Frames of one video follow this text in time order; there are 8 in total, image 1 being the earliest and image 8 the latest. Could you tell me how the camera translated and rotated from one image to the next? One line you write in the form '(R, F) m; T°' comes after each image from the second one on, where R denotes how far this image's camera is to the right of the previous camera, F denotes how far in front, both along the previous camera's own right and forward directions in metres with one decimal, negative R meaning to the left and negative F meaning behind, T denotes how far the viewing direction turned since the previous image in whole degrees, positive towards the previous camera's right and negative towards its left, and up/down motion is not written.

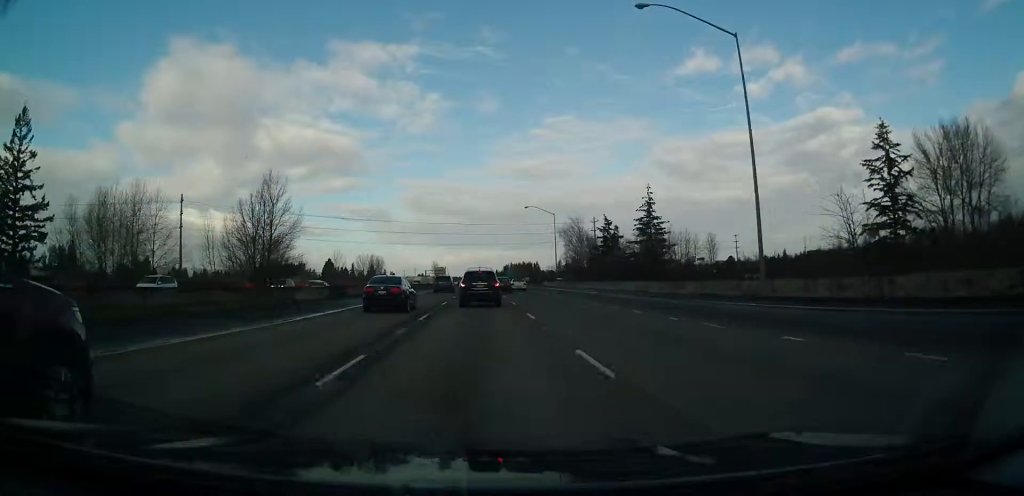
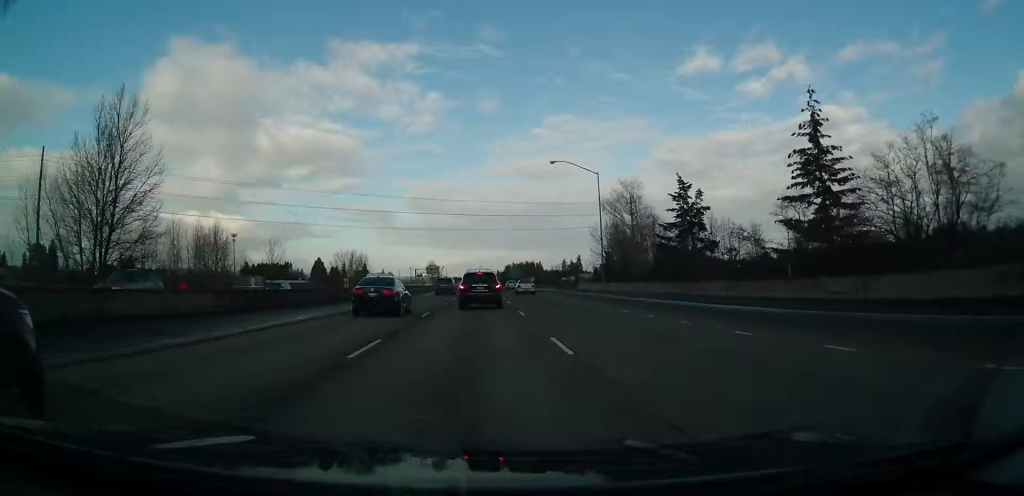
(-0.3, +45.9) m; 0°
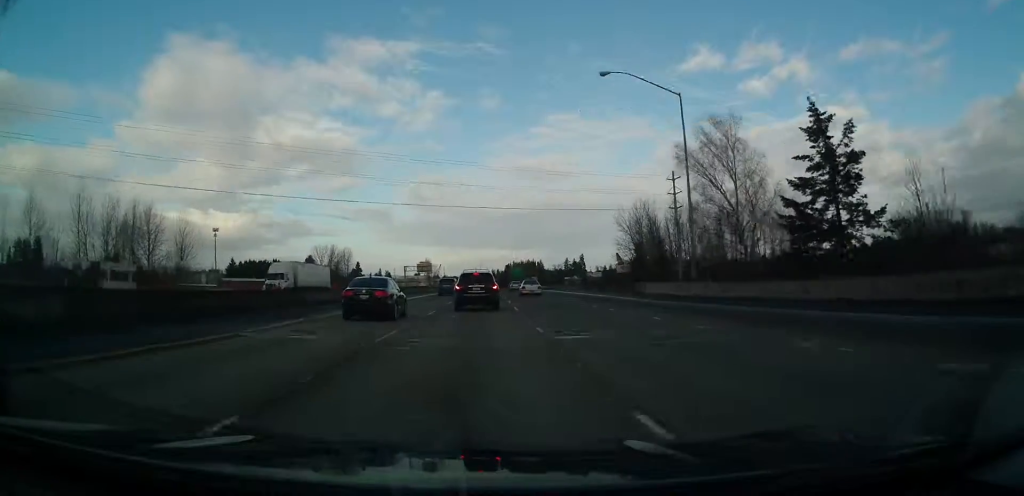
(+0.3, +32.4) m; +1°
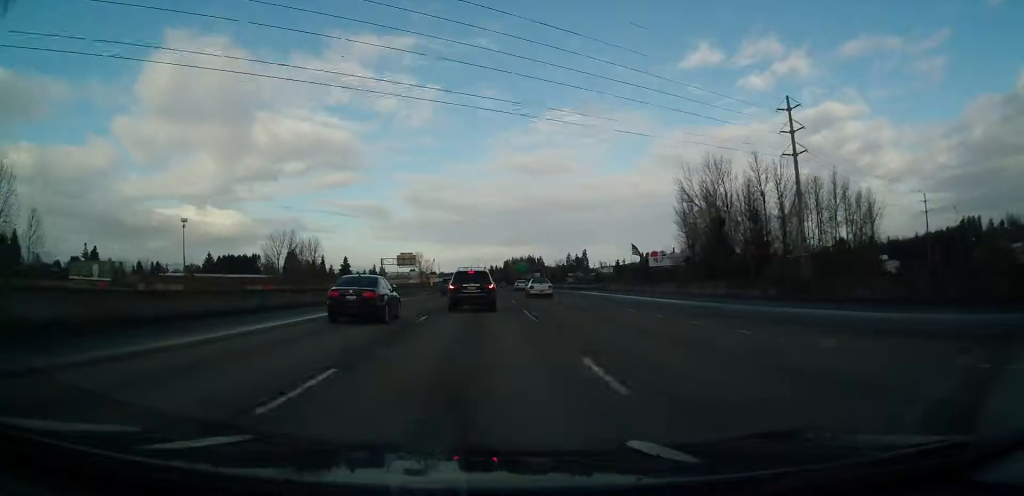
(+0.1, +44.8) m; 0°
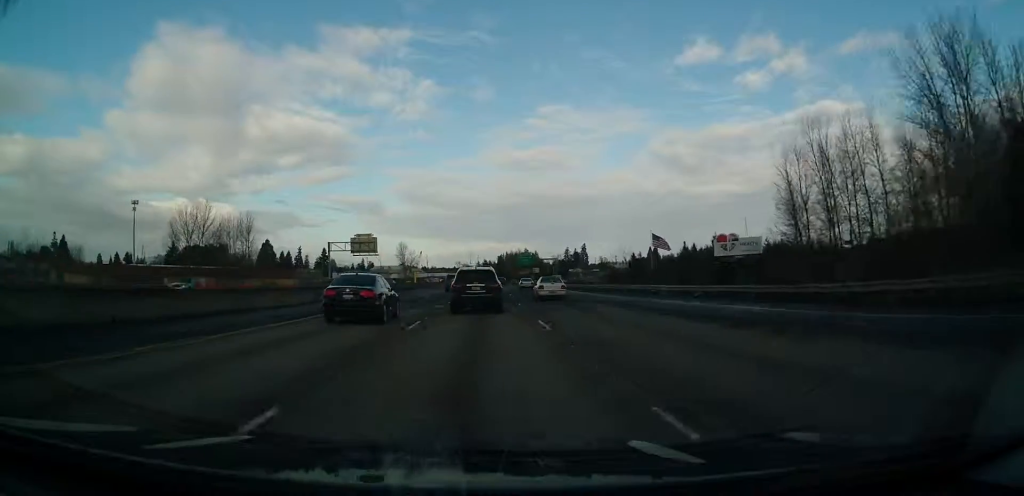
(+0.1, +53.6) m; 0°
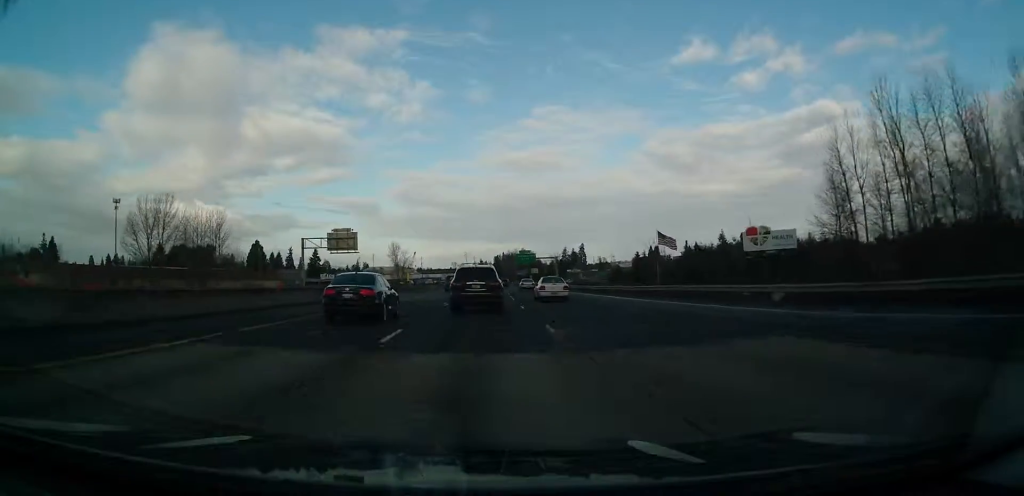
(-0.1, +15.4) m; 0°
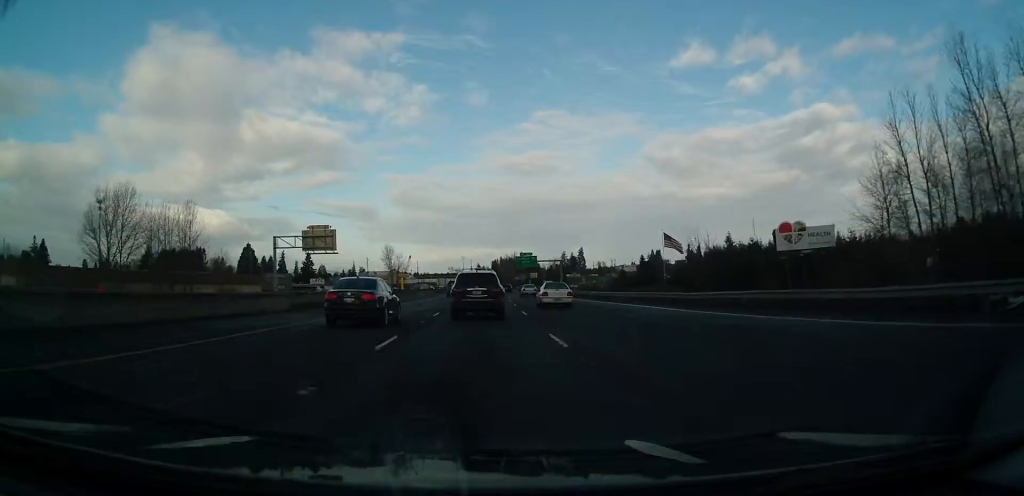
(0.0, +13.3) m; 0°
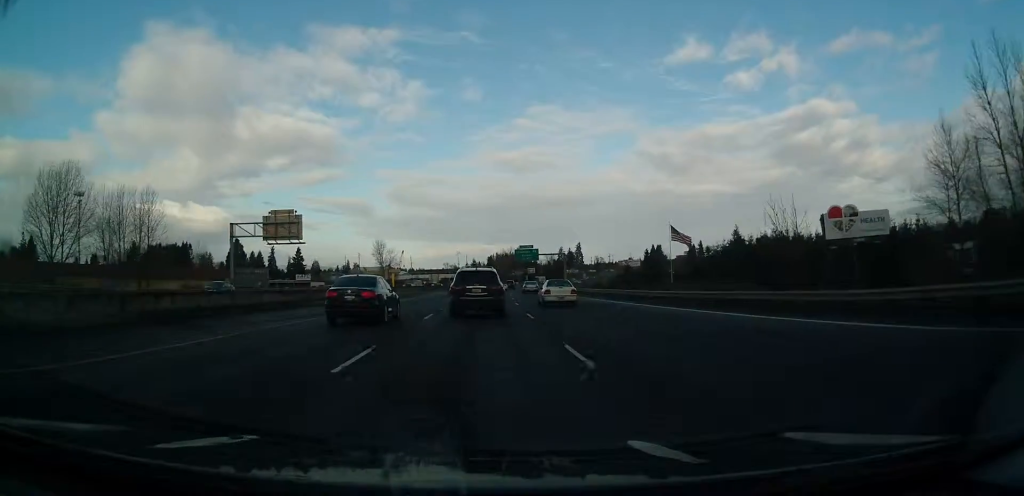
(+0.1, +15.3) m; +1°
